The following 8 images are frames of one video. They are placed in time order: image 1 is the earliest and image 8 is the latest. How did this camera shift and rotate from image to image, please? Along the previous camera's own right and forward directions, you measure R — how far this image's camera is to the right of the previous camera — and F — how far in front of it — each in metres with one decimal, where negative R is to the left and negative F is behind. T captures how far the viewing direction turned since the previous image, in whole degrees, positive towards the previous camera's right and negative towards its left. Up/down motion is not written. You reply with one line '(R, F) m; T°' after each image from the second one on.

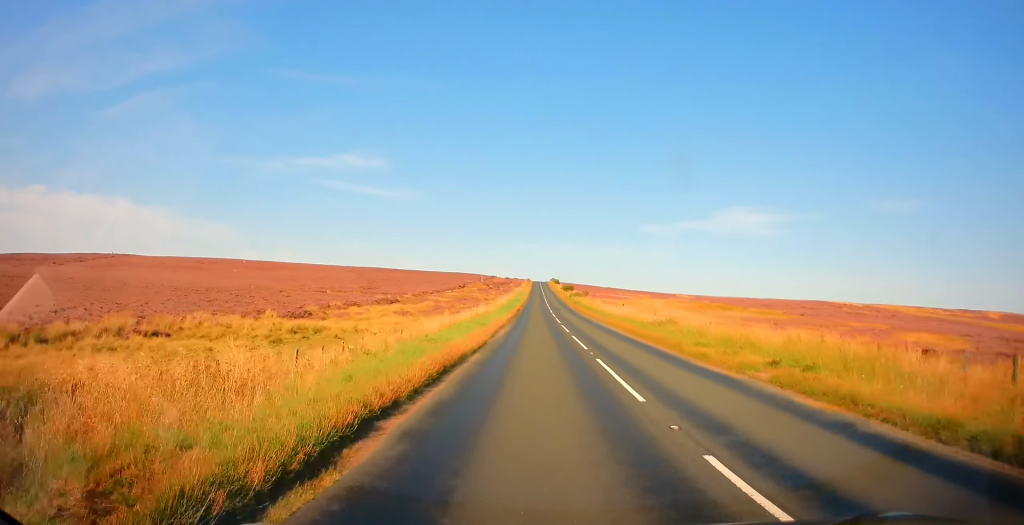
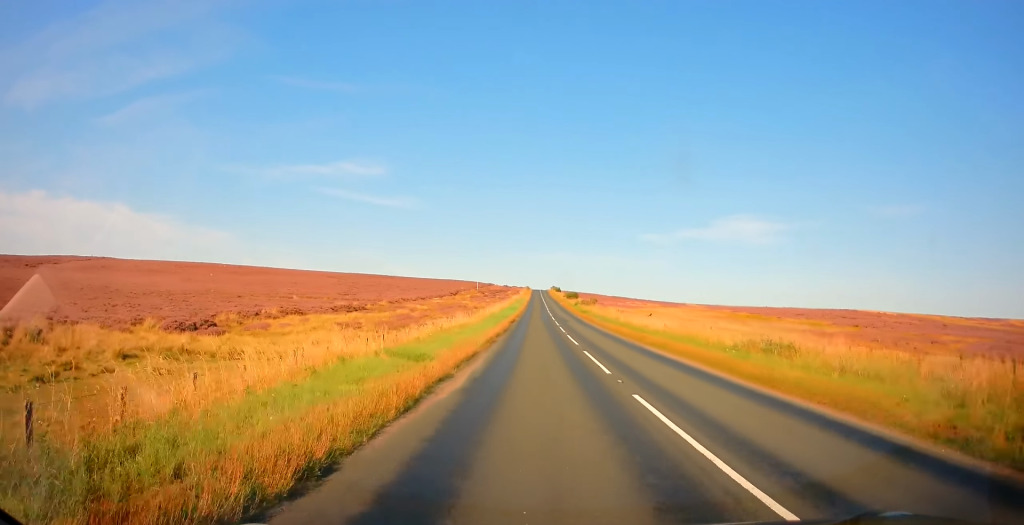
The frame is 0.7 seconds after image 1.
(+0.5, +13.9) m; 0°
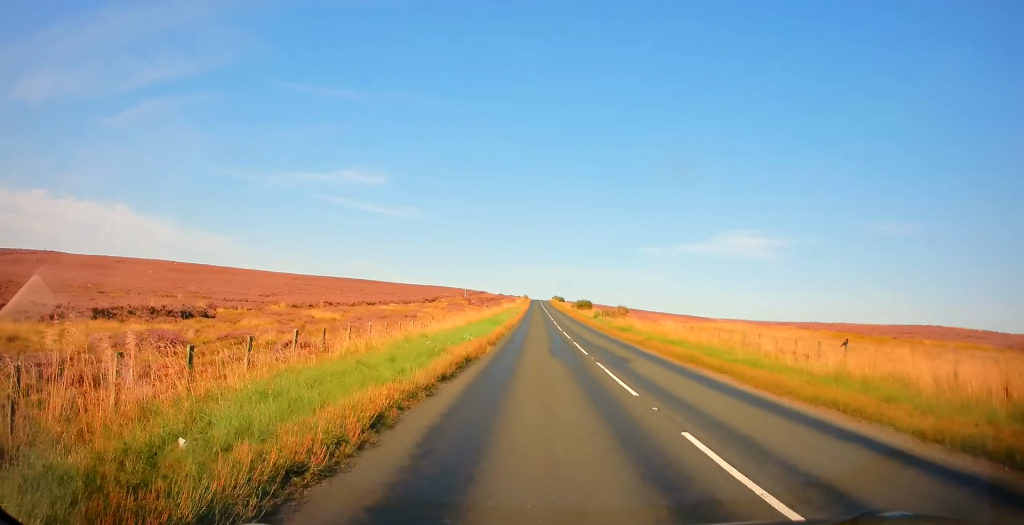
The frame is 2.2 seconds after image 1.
(-0.3, +29.4) m; -1°
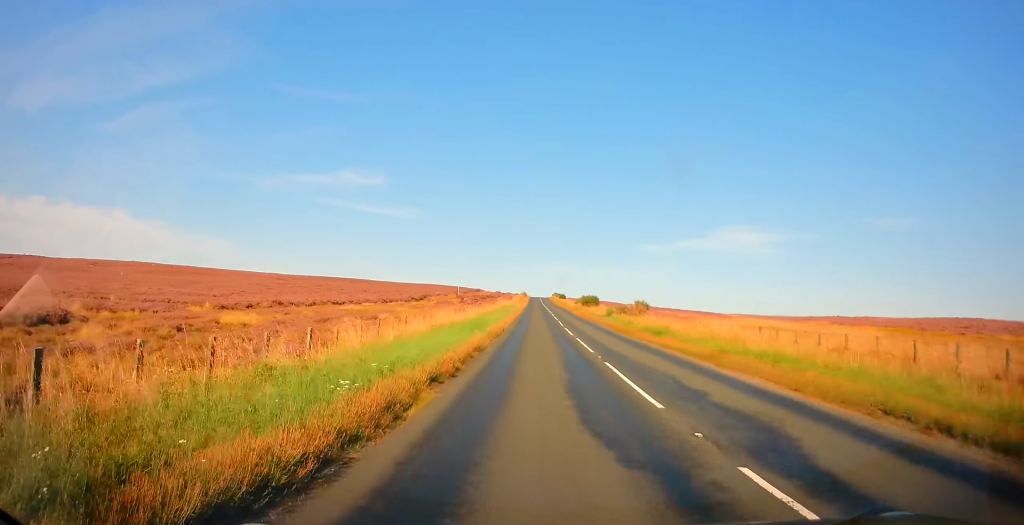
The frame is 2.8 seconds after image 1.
(+0.1, +10.7) m; 0°
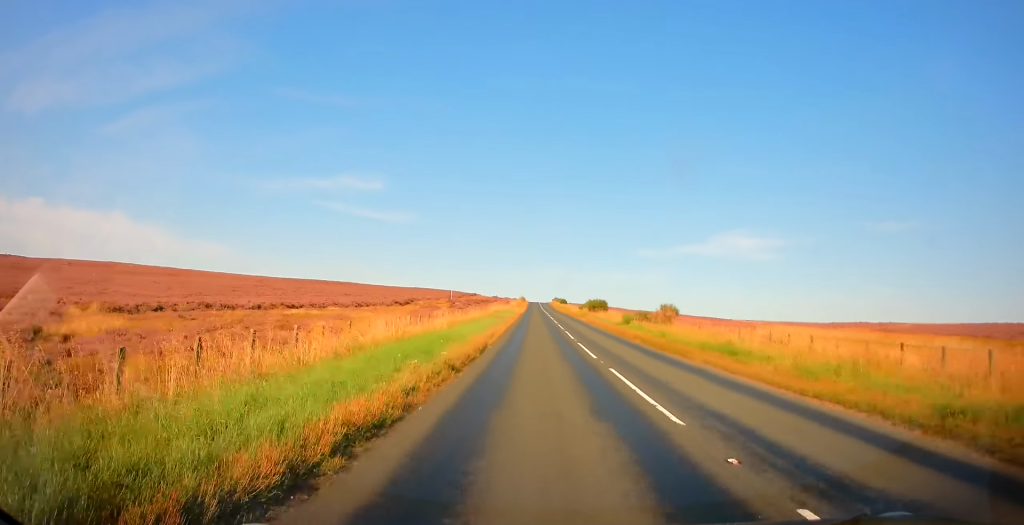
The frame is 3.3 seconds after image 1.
(0.0, +10.2) m; 0°
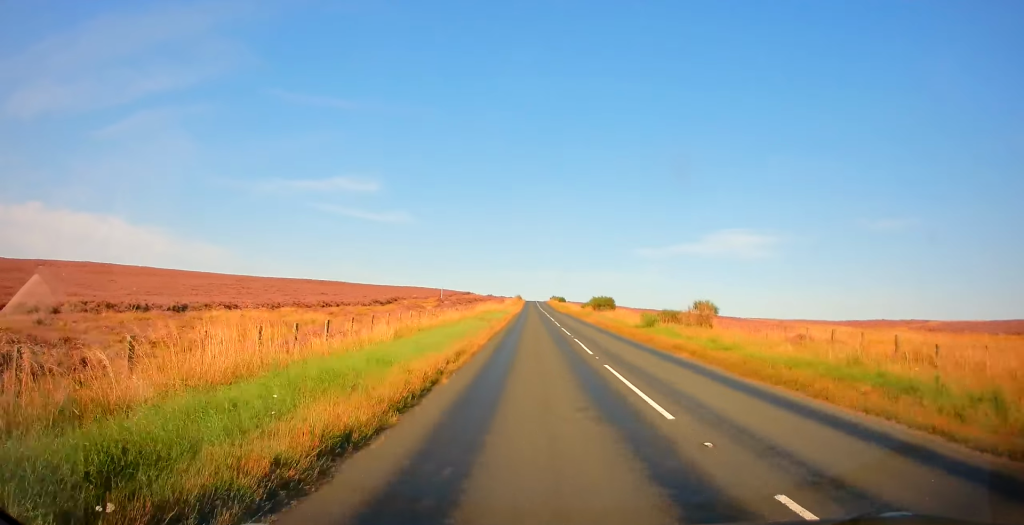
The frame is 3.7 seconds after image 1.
(-0.1, +8.9) m; 0°
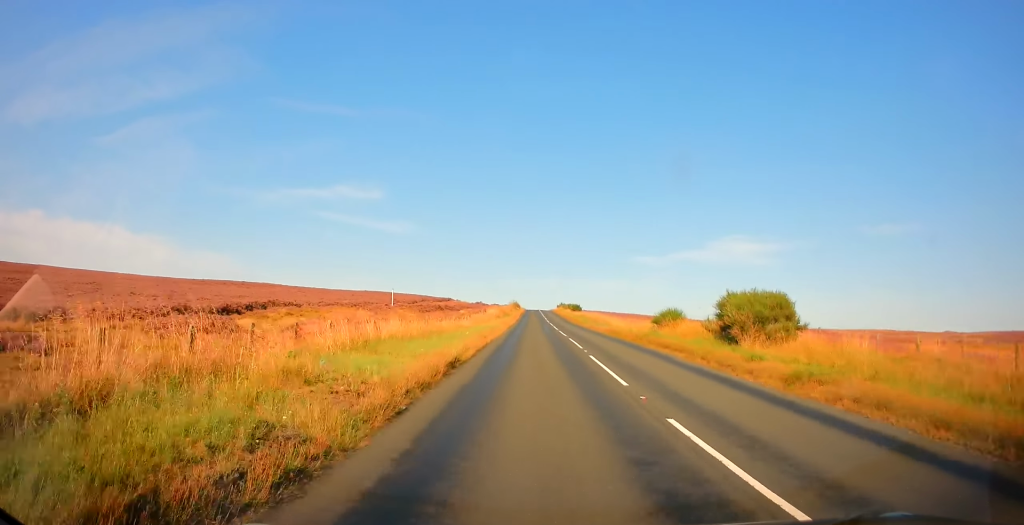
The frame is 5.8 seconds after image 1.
(+0.5, +42.0) m; +1°
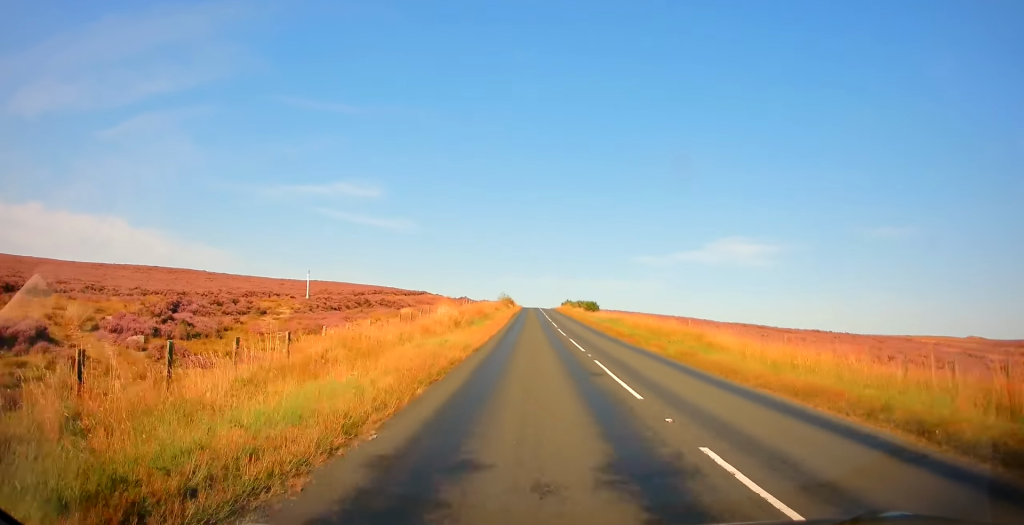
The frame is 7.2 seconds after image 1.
(+0.1, +28.4) m; 0°
